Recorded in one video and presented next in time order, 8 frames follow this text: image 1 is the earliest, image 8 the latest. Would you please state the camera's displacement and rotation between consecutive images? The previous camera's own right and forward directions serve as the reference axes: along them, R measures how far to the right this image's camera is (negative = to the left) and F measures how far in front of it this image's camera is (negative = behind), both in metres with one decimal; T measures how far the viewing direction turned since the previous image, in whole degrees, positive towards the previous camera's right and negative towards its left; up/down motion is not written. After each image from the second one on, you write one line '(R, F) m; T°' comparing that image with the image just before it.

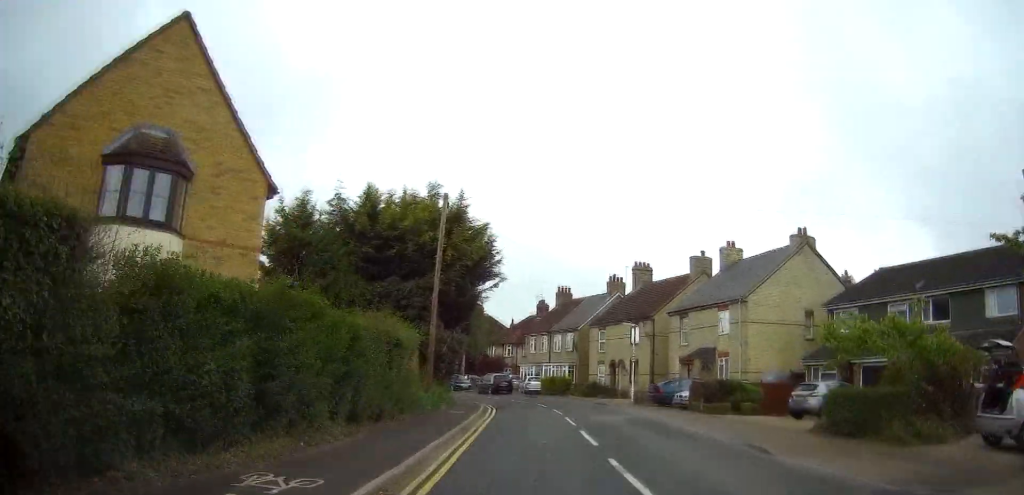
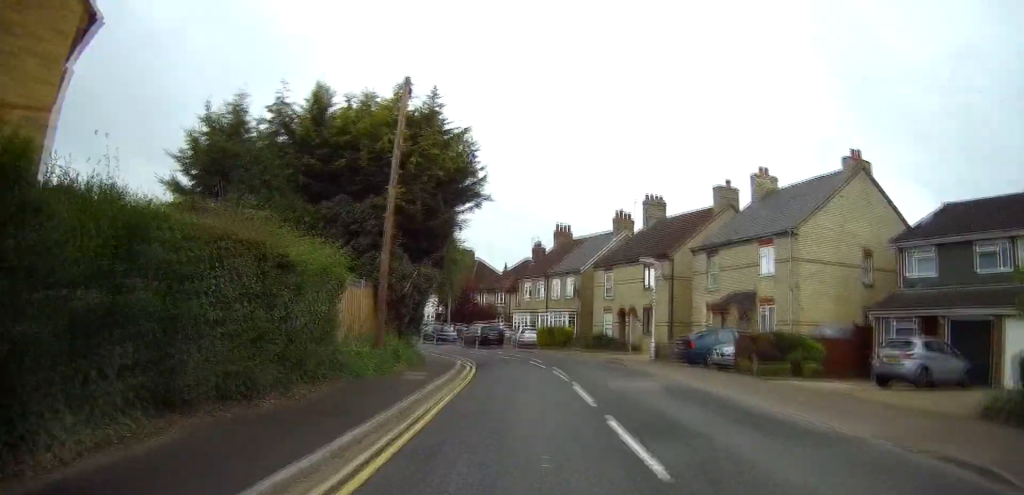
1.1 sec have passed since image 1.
(+0.7, +5.5) m; -8°
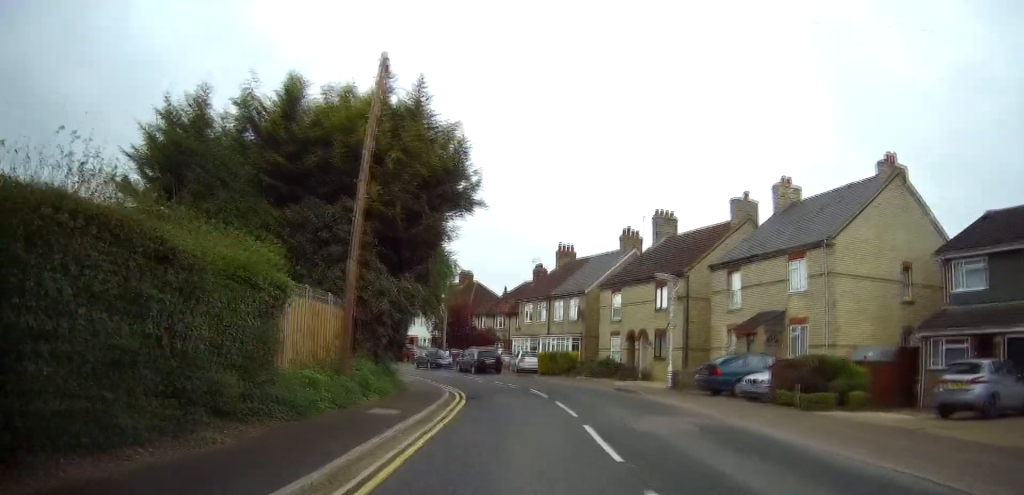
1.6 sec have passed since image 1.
(-0.4, +3.2) m; -9°
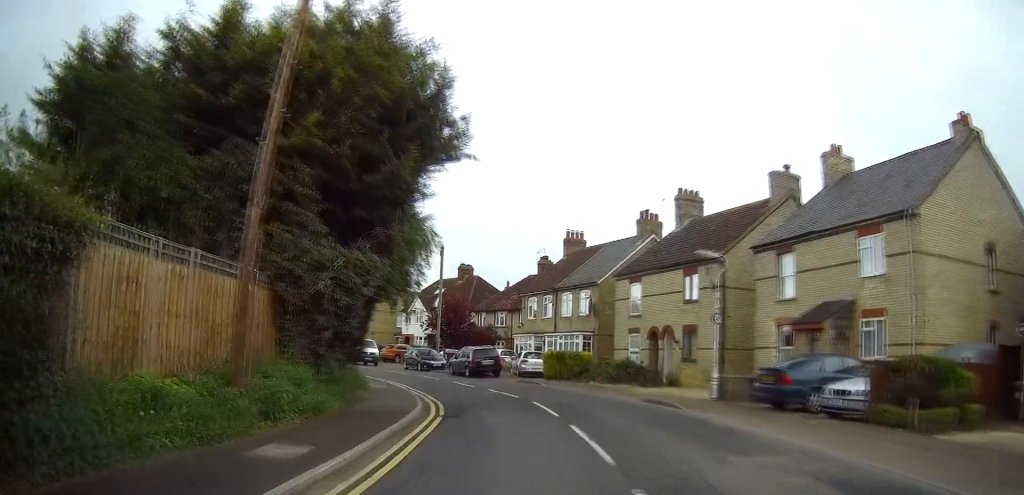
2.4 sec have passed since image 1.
(-0.7, +6.1) m; -8°
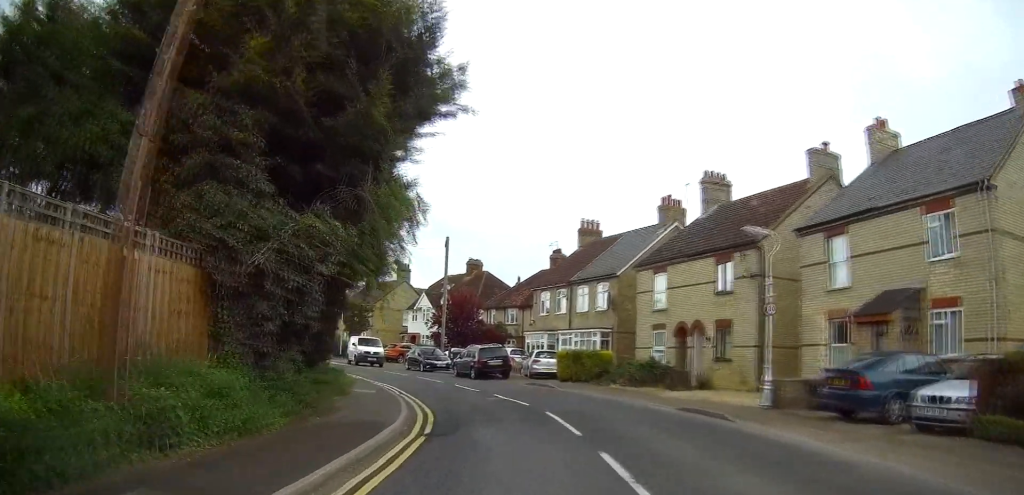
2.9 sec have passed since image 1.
(0.0, +3.6) m; -1°
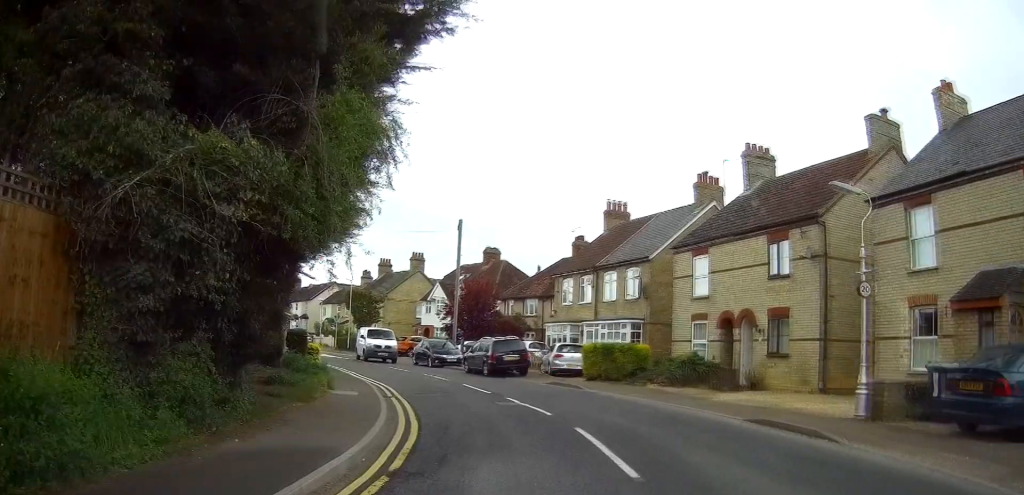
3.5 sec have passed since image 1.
(0.0, +4.0) m; -1°
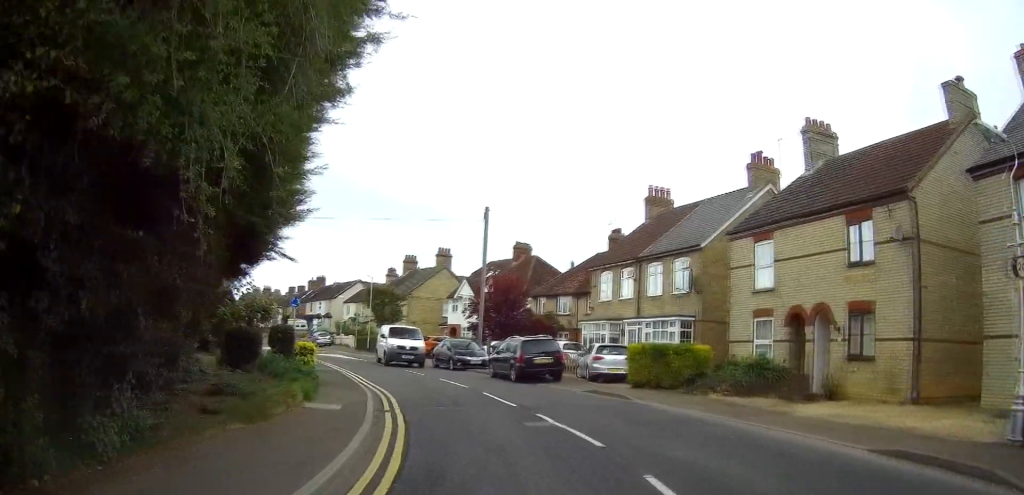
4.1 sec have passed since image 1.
(-0.1, +3.9) m; -1°
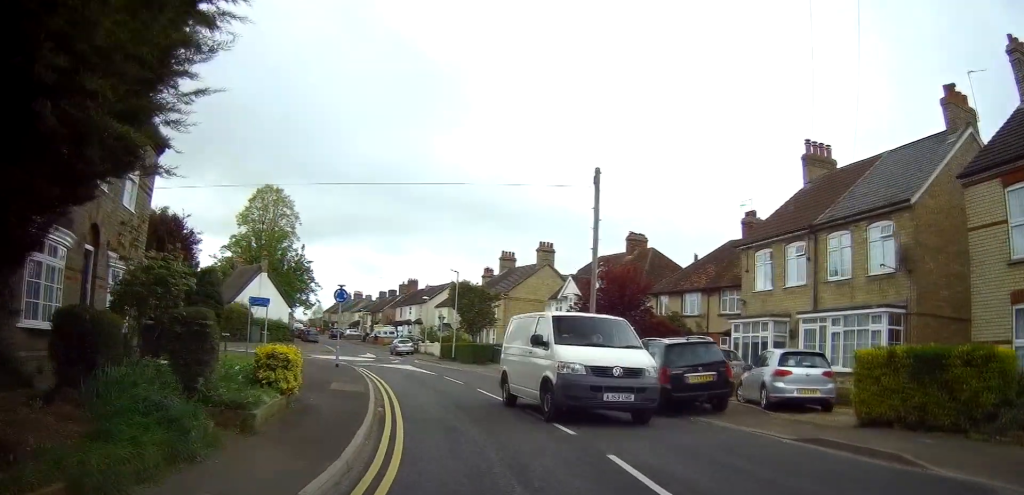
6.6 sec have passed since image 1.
(-0.1, +10.3) m; -4°
